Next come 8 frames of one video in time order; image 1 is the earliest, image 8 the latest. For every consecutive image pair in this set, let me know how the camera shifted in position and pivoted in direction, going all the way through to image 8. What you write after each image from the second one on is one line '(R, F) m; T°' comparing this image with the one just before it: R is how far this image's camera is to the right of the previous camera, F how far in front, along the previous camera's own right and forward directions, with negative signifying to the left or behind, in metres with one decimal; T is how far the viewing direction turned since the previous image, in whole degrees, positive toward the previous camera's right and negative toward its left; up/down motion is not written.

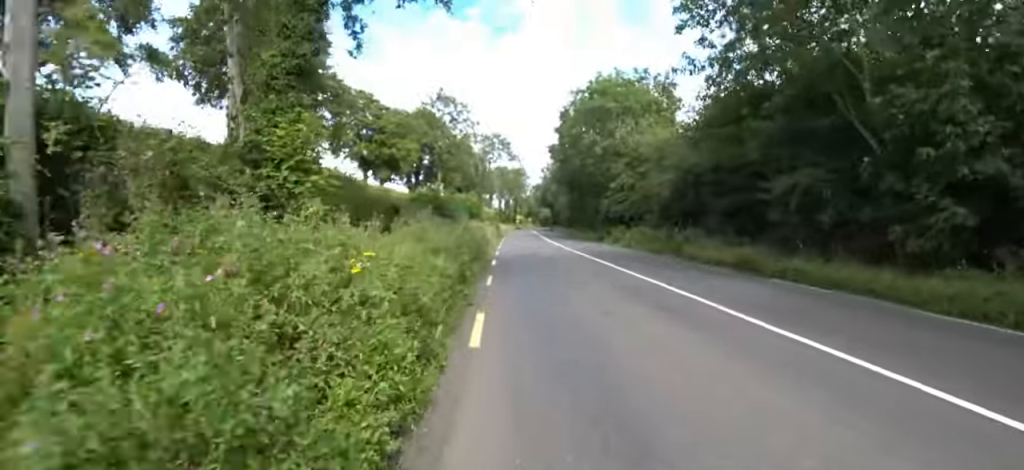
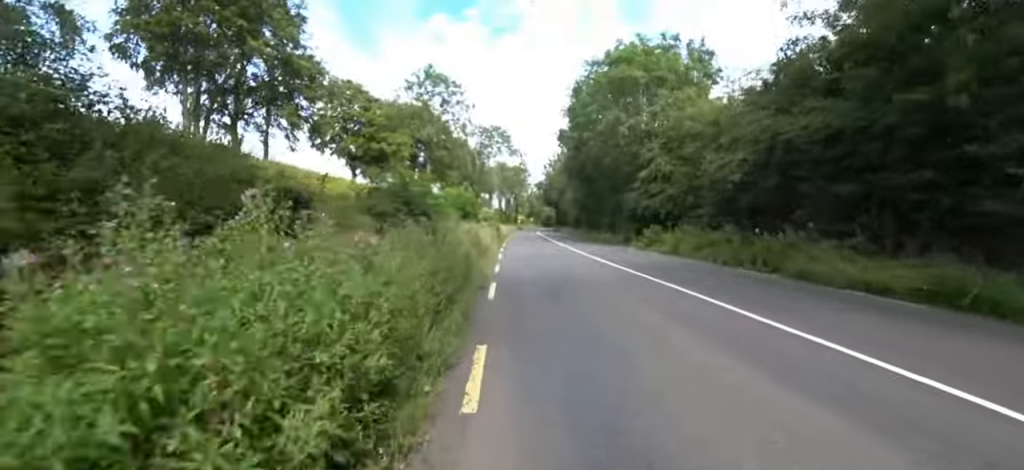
(+0.1, +5.6) m; 0°
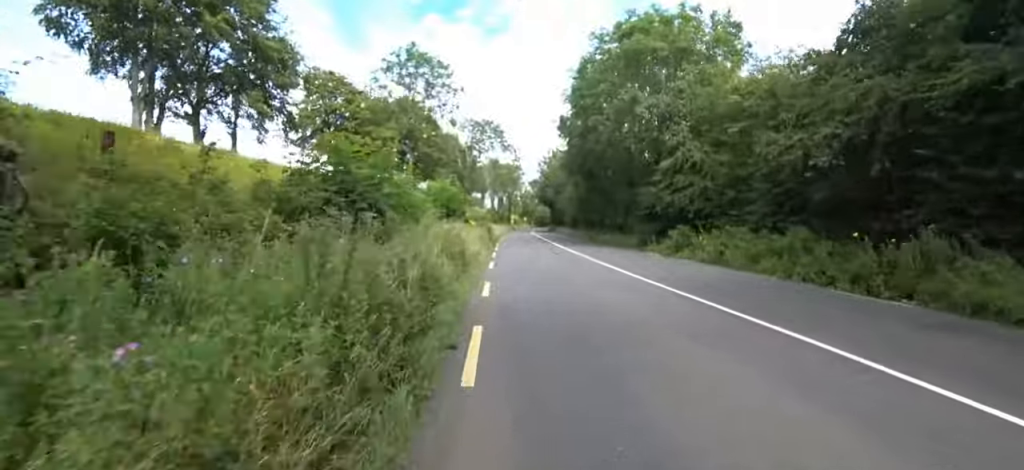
(0.0, +3.8) m; 0°
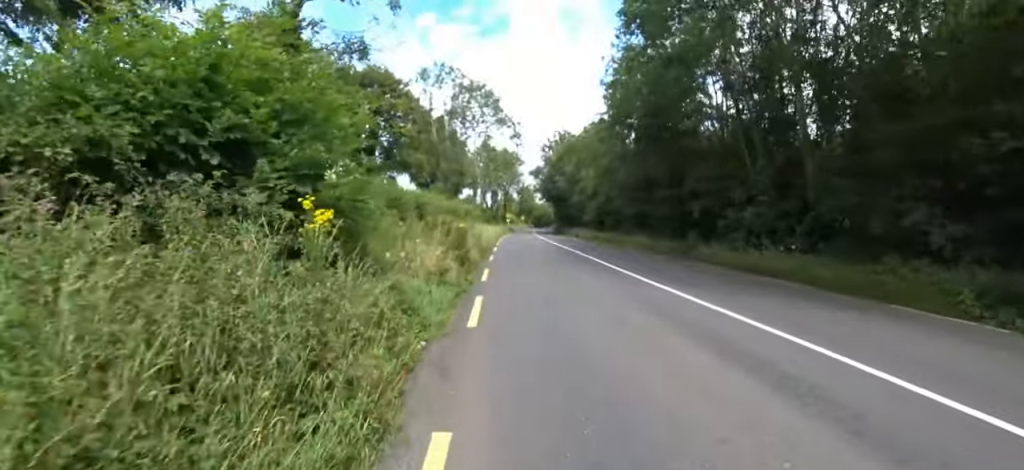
(-0.2, +15.6) m; -6°
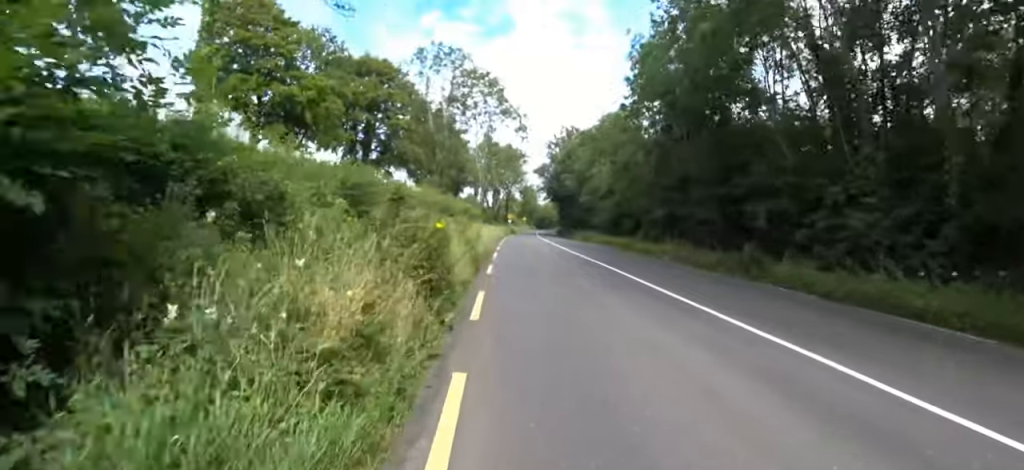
(-0.3, +3.7) m; 0°
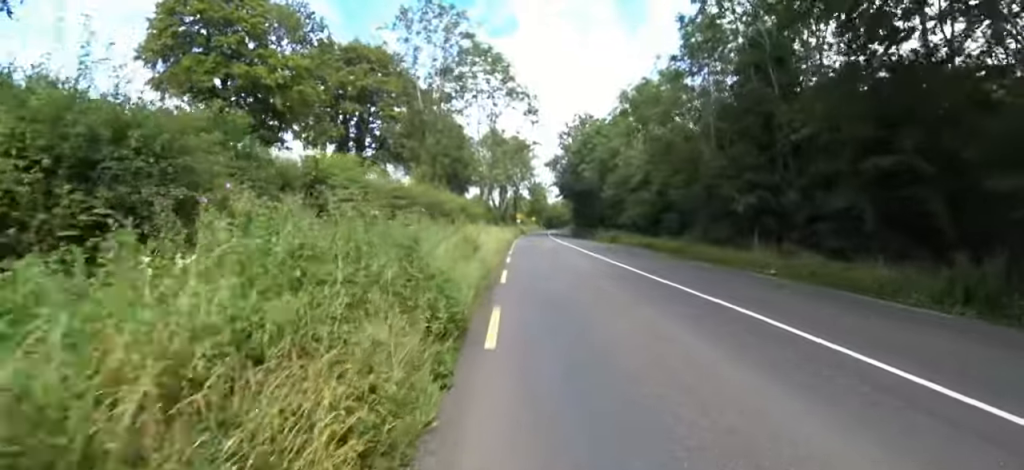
(-0.3, +6.2) m; 0°
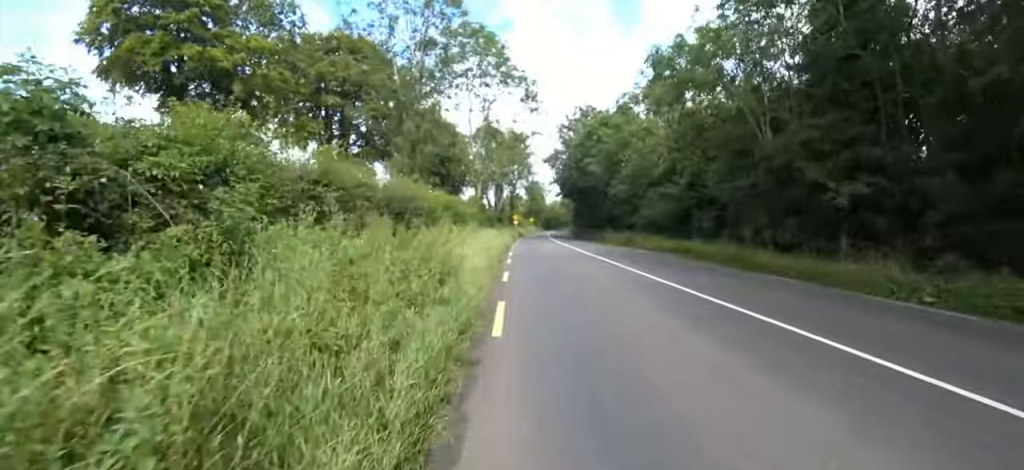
(+0.3, +4.2) m; +2°
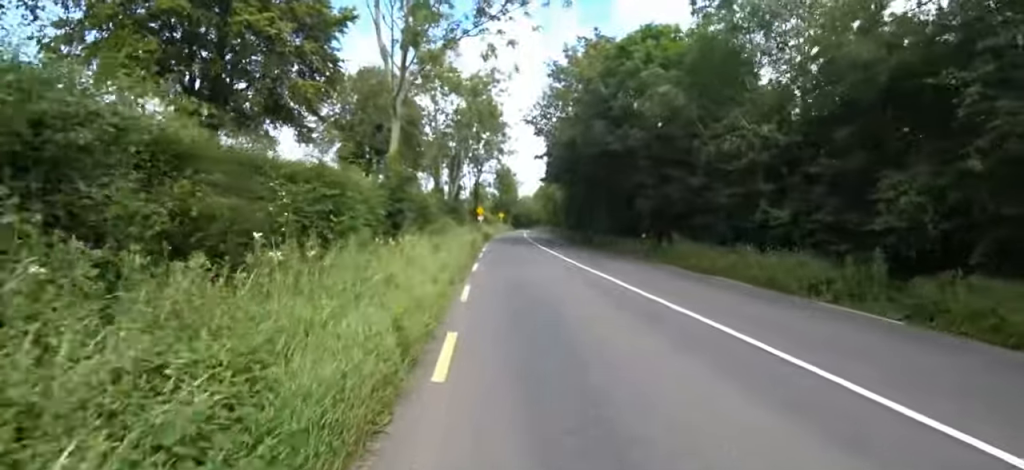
(0.0, +18.1) m; +1°
